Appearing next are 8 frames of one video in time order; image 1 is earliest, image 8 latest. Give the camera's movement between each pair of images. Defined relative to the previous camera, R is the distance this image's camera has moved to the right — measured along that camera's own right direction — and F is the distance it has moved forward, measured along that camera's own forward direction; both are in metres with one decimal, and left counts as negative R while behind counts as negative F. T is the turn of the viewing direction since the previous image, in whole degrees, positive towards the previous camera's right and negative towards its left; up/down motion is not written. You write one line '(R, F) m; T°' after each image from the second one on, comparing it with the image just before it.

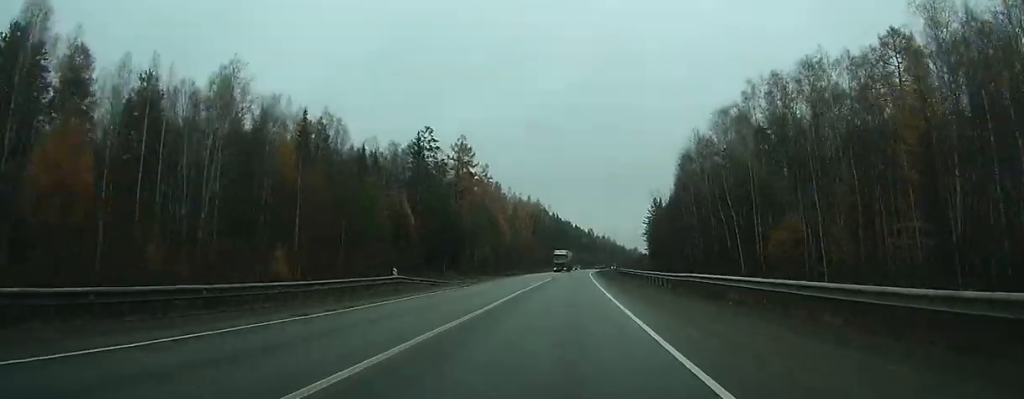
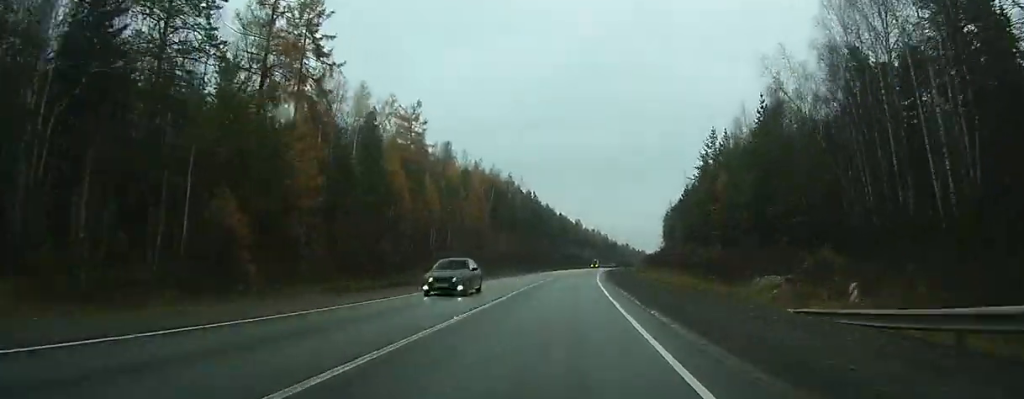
(-8.3, +75.4) m; -6°
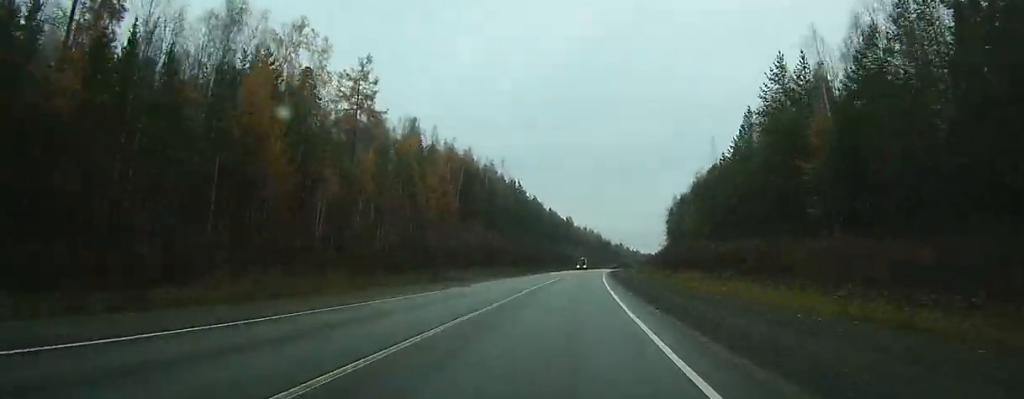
(+2.4, +29.5) m; +4°
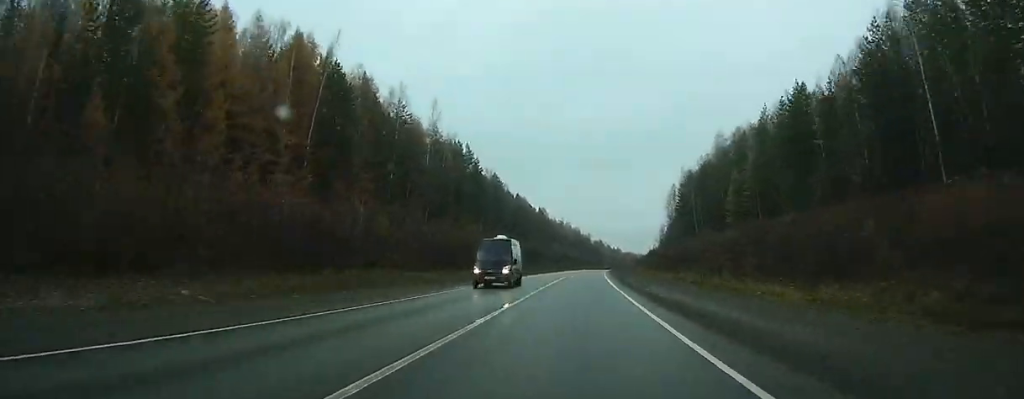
(+2.9, +55.3) m; +4°
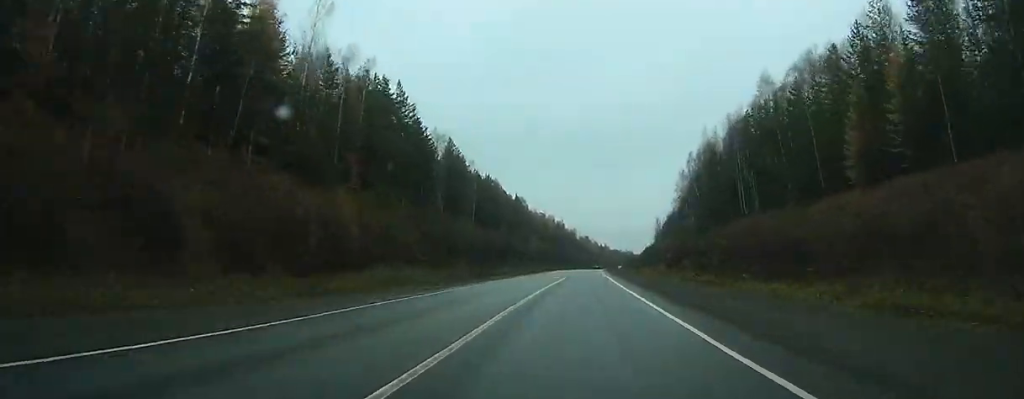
(+0.8, +42.3) m; +2°
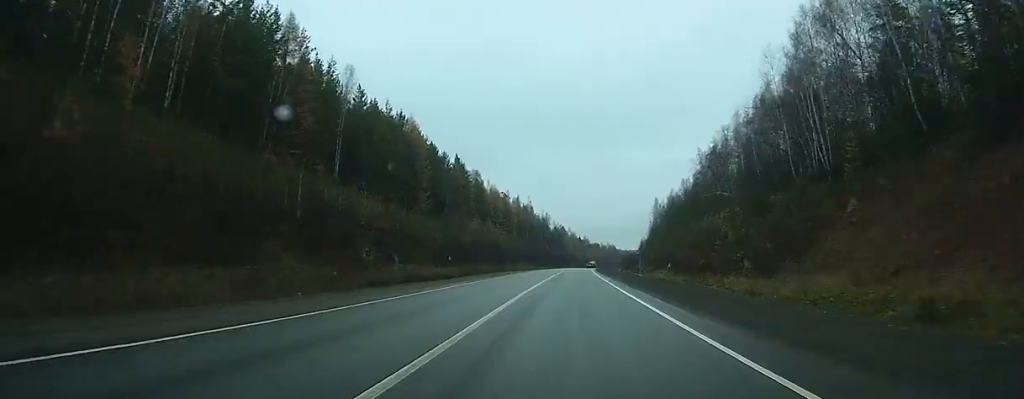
(+1.3, +76.1) m; 0°
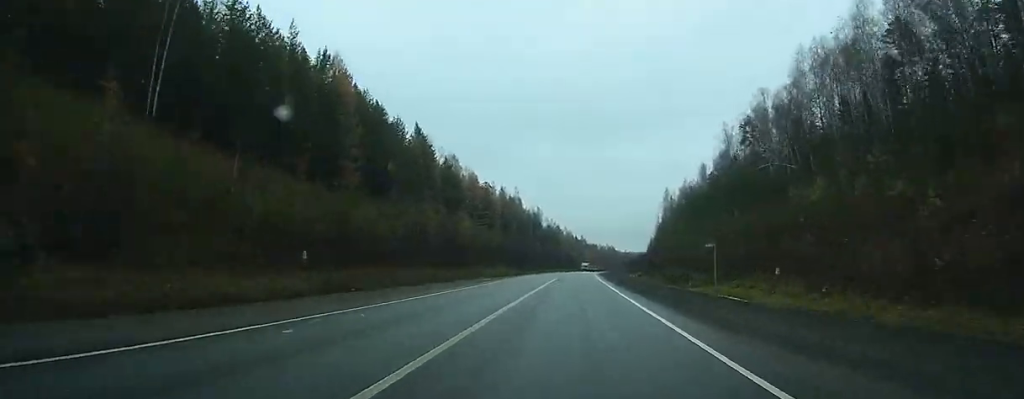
(-0.2, +35.9) m; -7°
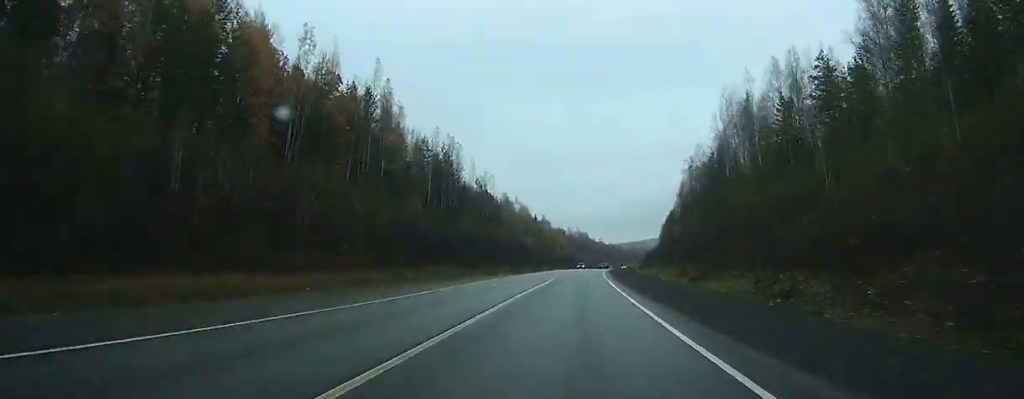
(-4.3, +96.7) m; +17°
